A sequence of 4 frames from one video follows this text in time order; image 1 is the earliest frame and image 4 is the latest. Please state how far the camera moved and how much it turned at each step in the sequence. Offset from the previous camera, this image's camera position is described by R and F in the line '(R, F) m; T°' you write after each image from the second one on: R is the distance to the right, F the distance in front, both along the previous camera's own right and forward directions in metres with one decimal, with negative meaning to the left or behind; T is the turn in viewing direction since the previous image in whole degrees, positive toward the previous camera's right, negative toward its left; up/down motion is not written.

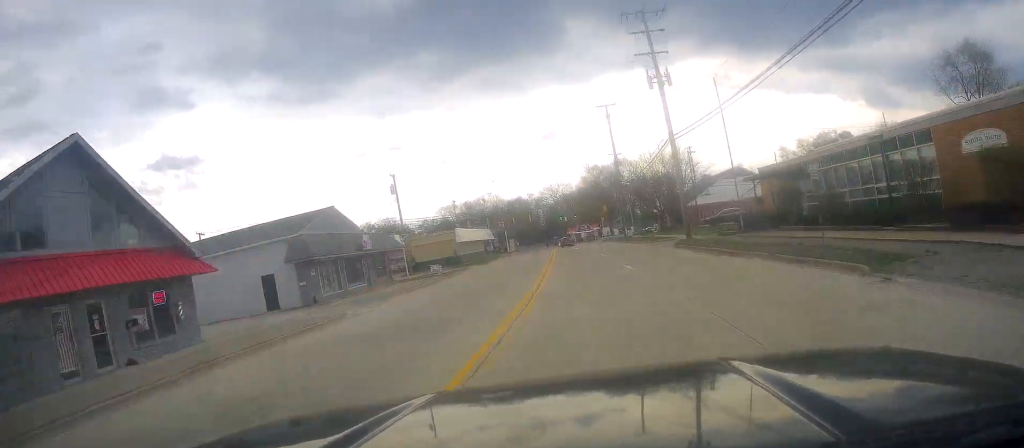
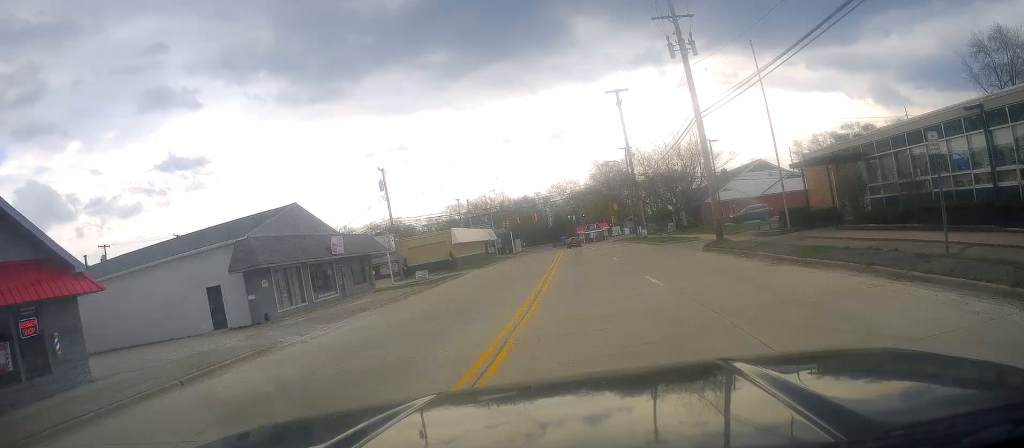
(-0.1, +6.6) m; 0°
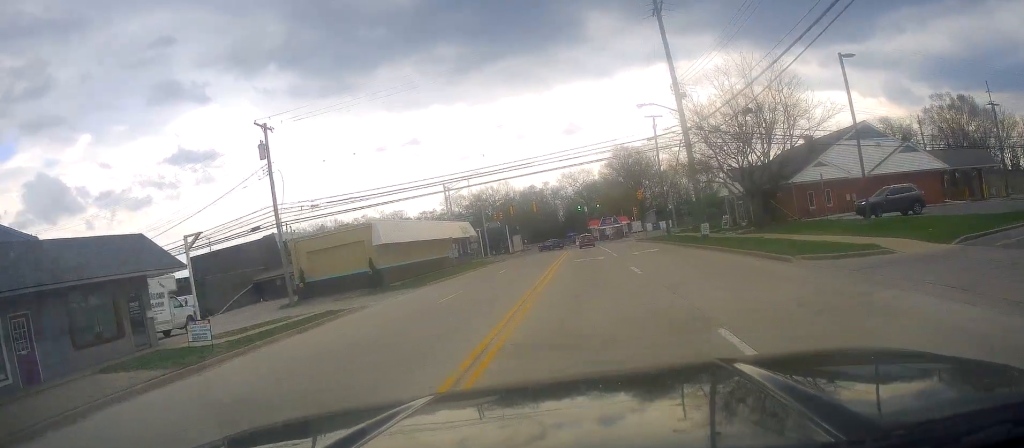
(0.0, +25.8) m; 0°
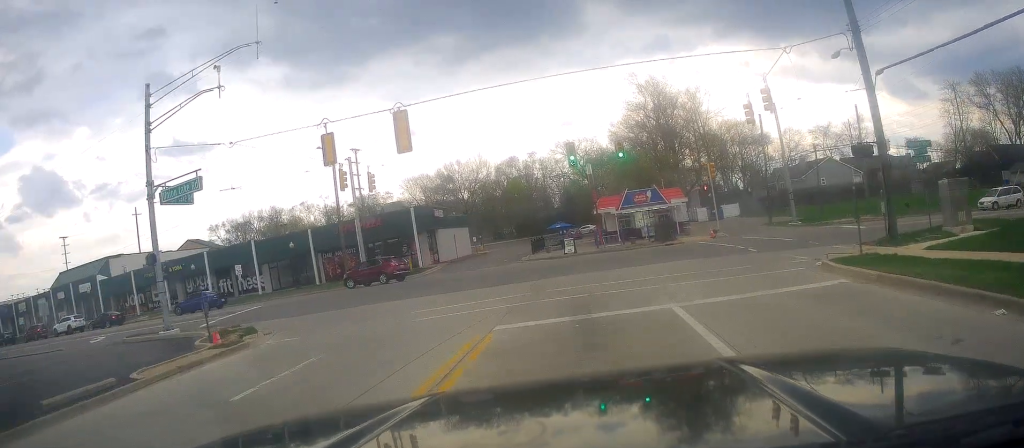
(-2.3, +59.9) m; -3°
